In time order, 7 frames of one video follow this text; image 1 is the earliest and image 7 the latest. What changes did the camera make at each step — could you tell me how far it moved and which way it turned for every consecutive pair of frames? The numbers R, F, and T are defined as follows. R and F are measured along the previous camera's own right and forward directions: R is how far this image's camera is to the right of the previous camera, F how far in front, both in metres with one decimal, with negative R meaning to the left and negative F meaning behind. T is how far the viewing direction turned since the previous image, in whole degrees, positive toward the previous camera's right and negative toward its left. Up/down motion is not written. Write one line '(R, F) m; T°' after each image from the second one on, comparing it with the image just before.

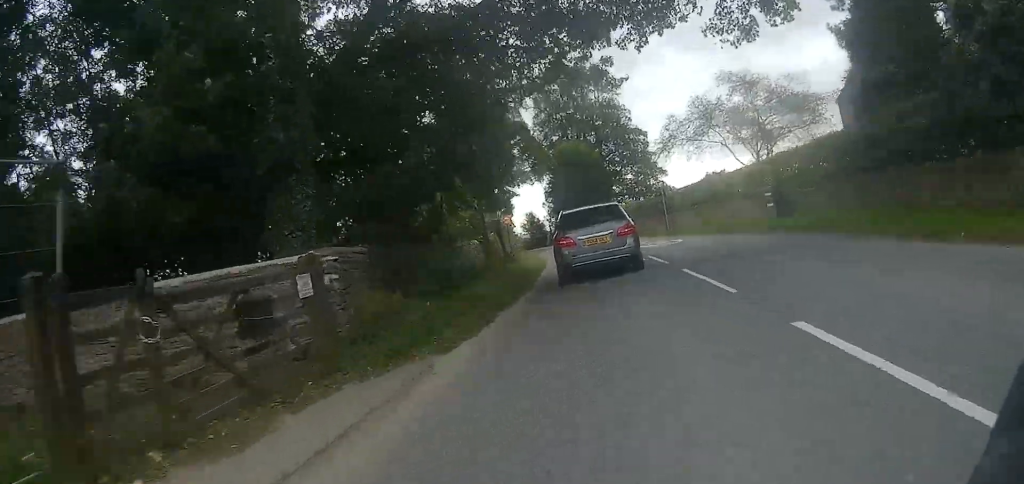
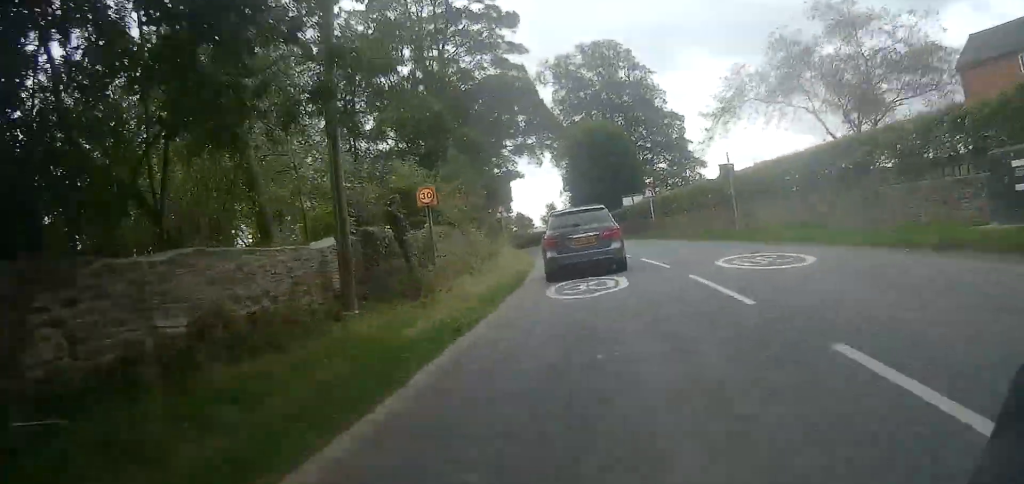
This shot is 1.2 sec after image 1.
(-0.1, +14.0) m; -2°
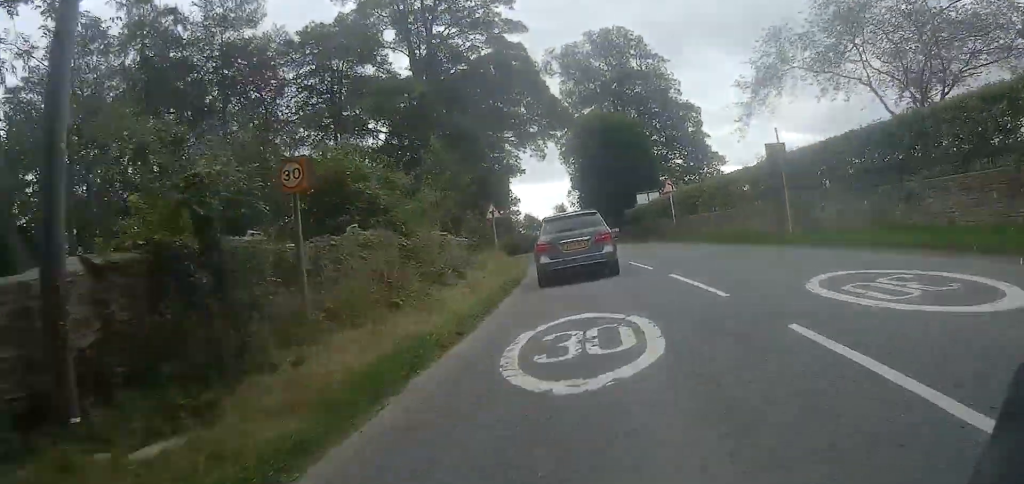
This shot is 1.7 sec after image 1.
(-0.1, +5.5) m; -1°
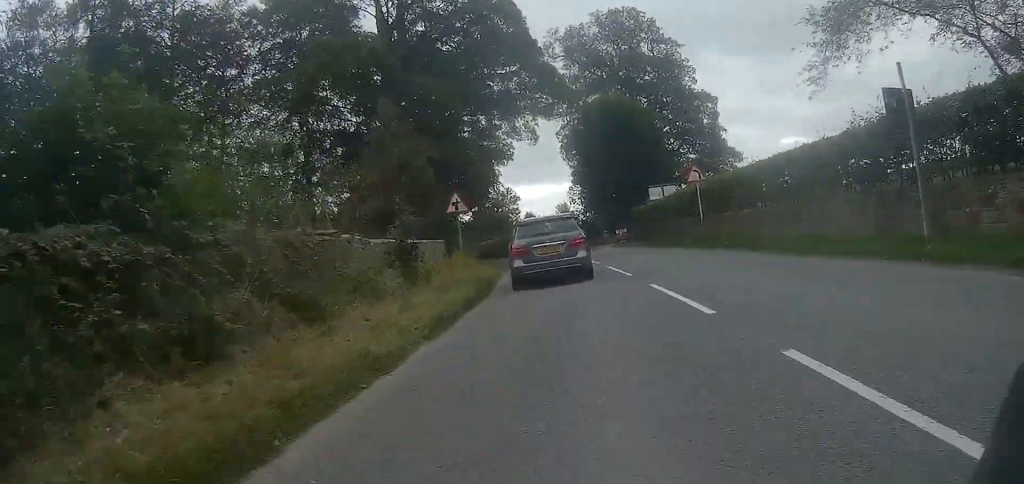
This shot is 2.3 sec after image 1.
(-0.1, +7.6) m; -2°
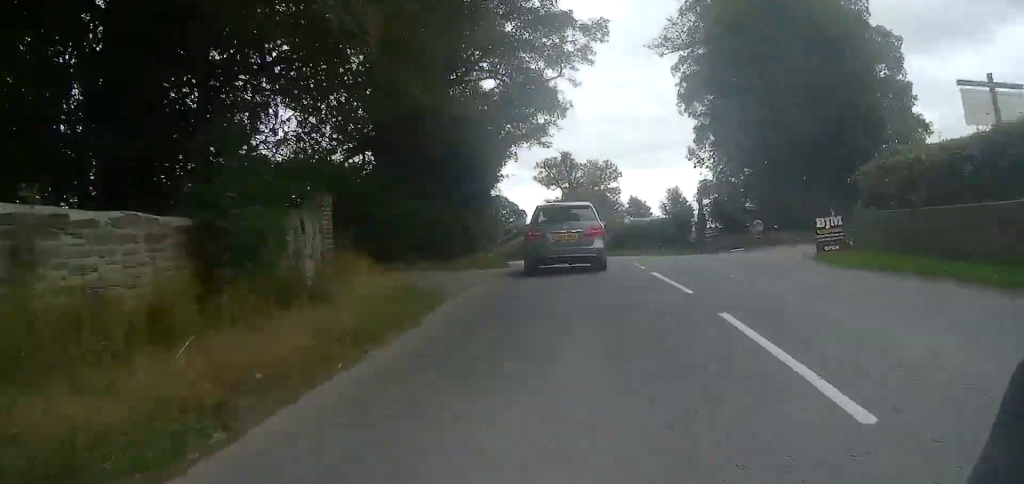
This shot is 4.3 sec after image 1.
(-0.6, +23.1) m; -5°
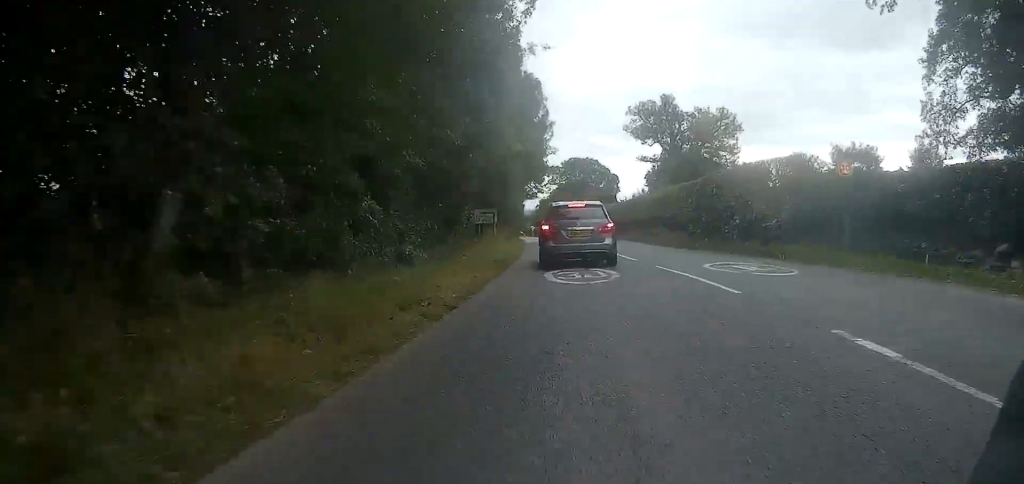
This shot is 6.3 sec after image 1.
(-1.5, +23.8) m; -9°
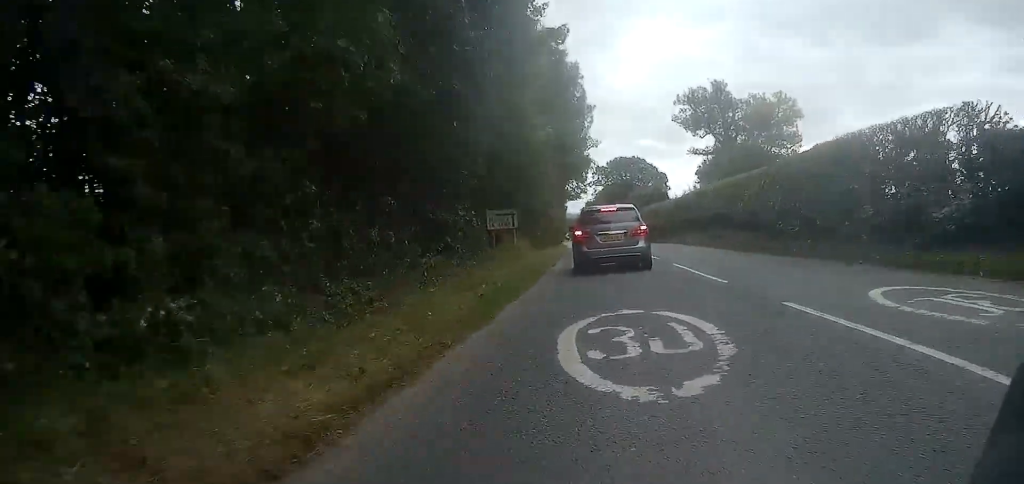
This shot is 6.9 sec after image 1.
(-0.5, +7.0) m; -3°
